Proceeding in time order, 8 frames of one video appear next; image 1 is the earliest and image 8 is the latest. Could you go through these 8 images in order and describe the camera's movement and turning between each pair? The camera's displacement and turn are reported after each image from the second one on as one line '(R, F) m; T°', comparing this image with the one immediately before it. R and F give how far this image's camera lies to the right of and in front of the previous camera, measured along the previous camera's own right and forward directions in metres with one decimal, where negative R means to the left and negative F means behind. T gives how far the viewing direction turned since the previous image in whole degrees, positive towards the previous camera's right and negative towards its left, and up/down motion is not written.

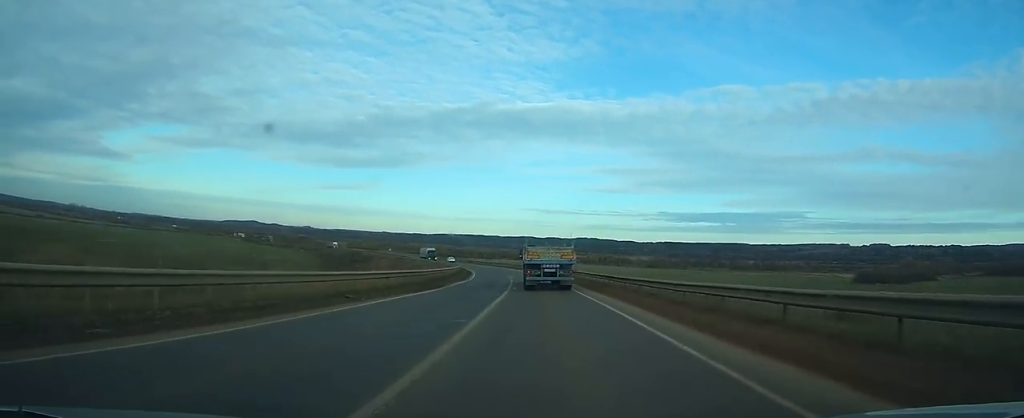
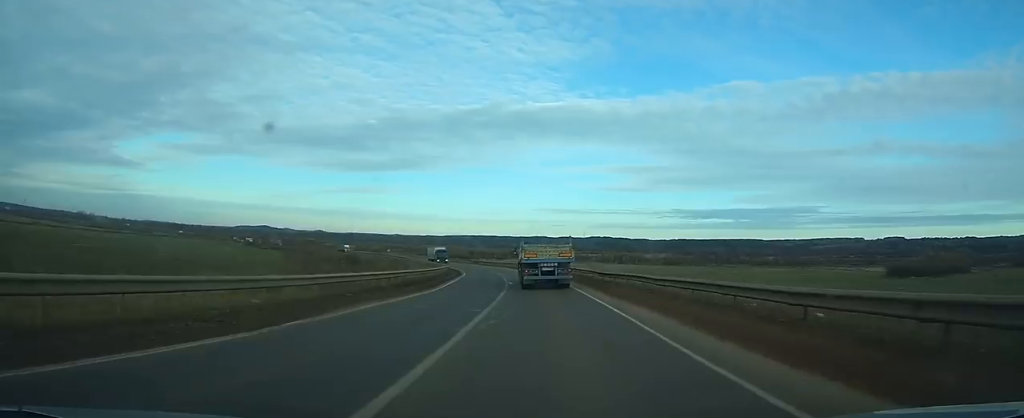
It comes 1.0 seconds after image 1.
(-0.8, +21.4) m; -2°
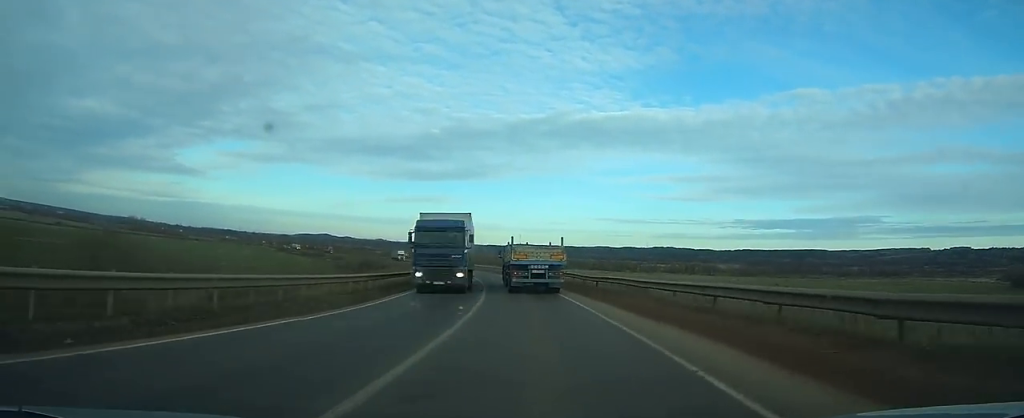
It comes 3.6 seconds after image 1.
(-2.3, +55.5) m; -5°
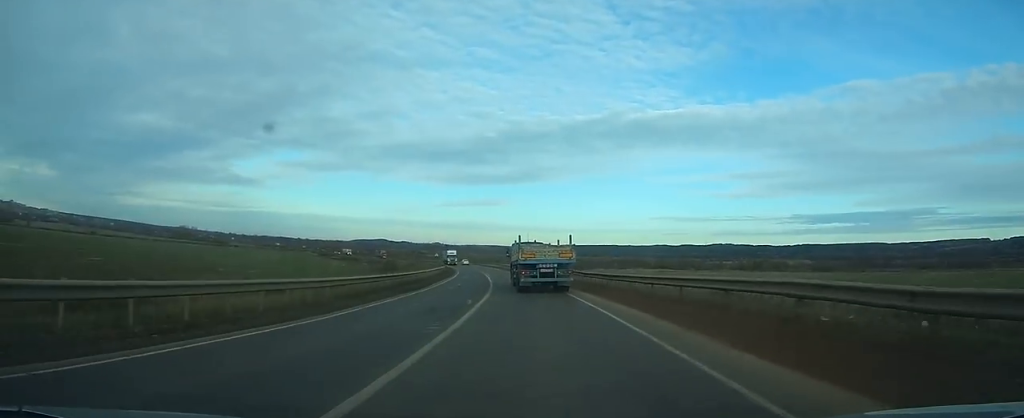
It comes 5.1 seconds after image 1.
(-1.2, +32.8) m; -4°
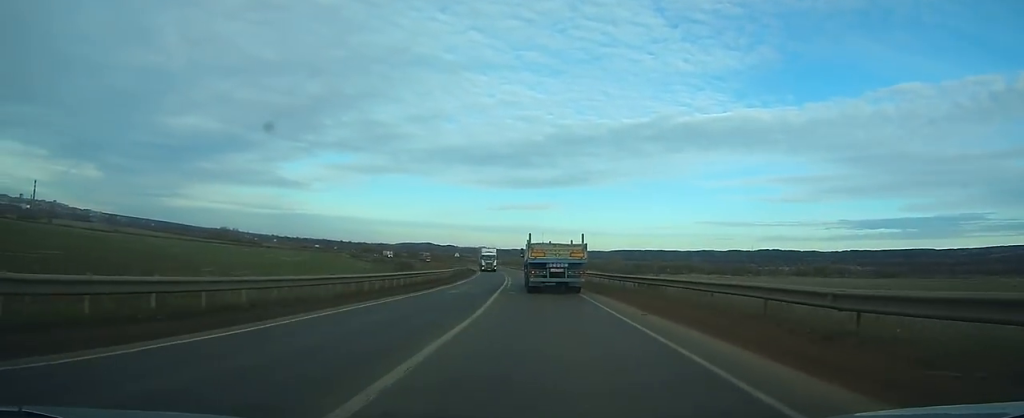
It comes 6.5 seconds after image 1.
(-0.9, +30.0) m; -4°
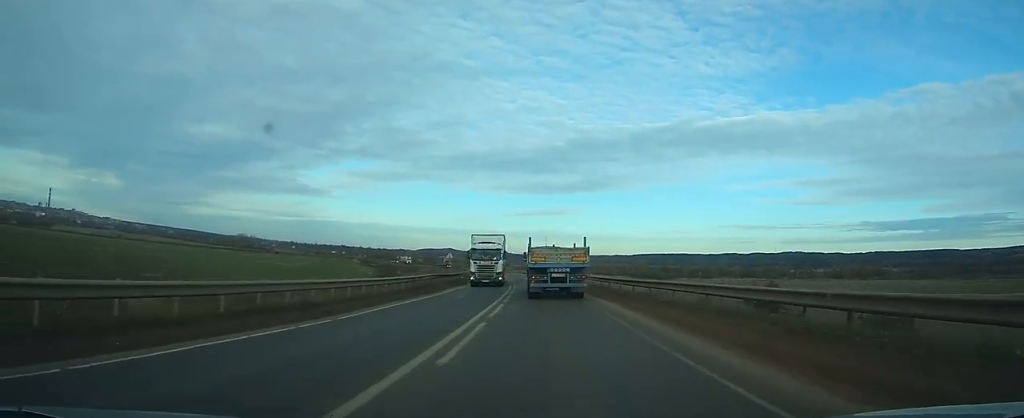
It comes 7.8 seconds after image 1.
(-0.6, +27.4) m; -3°
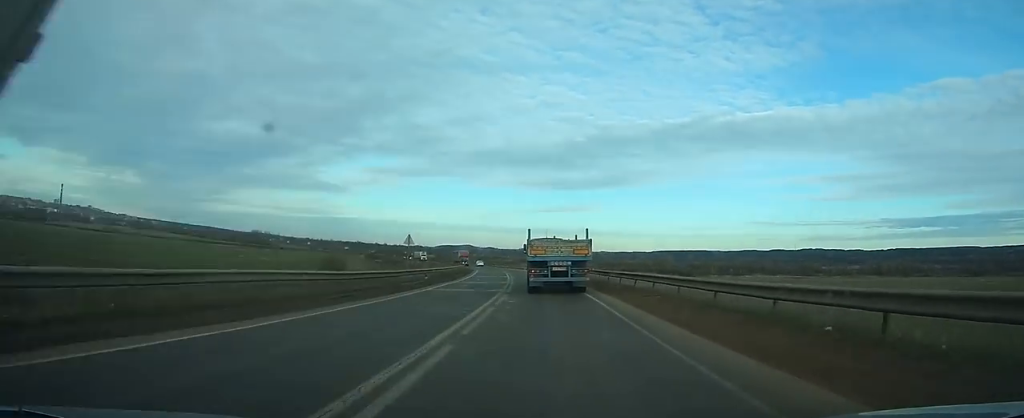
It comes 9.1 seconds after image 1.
(-1.1, +28.9) m; -3°
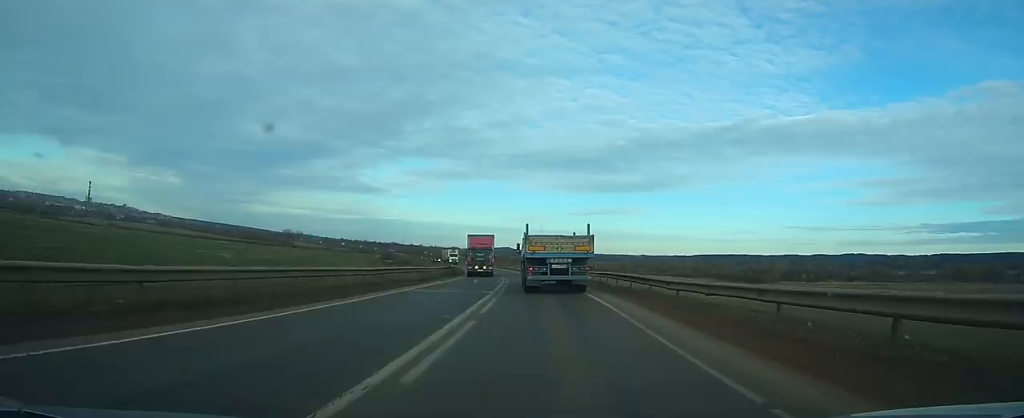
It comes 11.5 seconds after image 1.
(-2.1, +52.1) m; -4°
